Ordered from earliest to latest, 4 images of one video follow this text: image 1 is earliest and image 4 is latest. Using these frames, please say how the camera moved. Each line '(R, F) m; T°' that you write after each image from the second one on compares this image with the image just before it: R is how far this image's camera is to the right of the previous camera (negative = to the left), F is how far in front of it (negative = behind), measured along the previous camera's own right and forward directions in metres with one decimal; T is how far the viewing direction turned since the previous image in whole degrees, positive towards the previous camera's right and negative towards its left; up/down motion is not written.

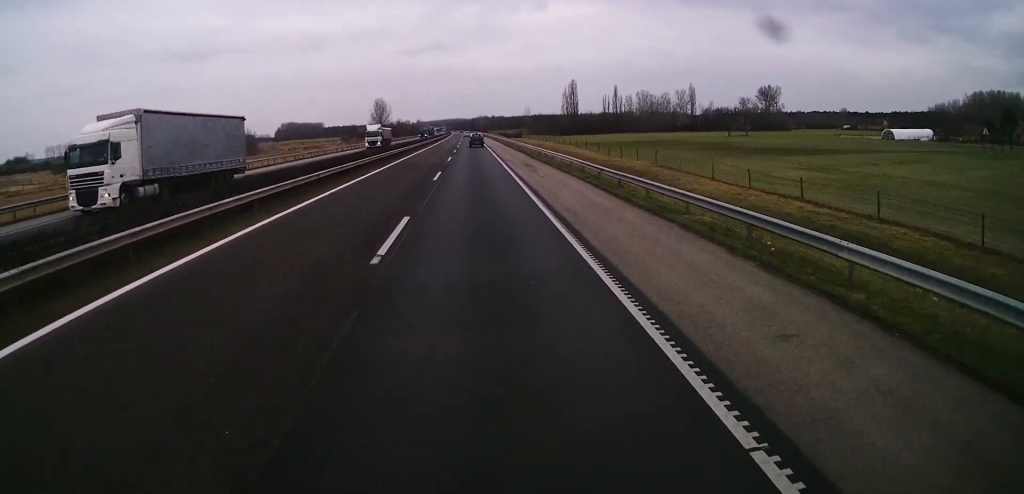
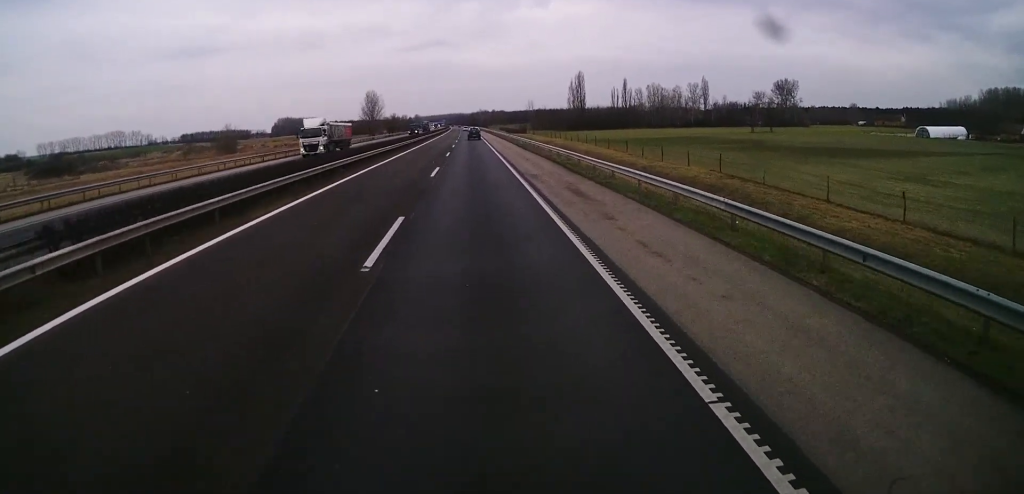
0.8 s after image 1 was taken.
(+0.1, +19.2) m; 0°
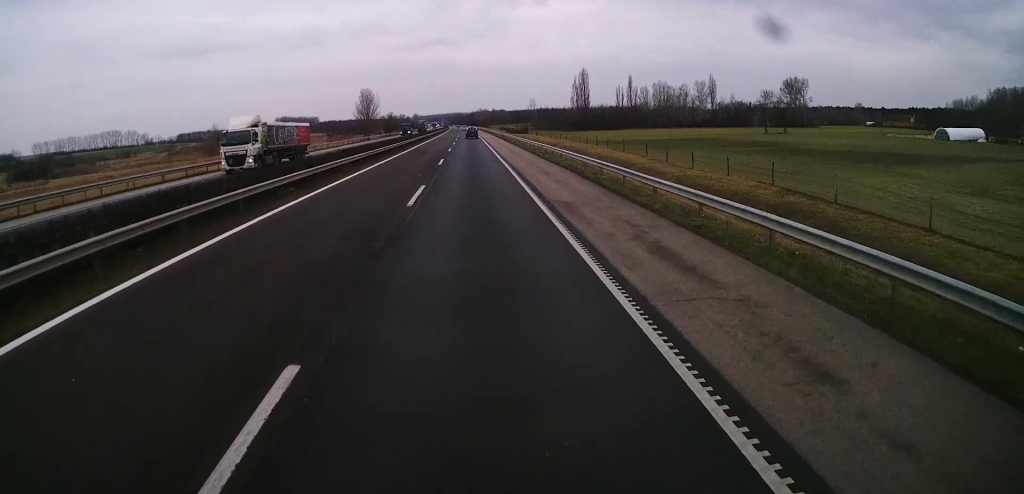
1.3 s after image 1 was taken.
(0.0, +10.0) m; 0°
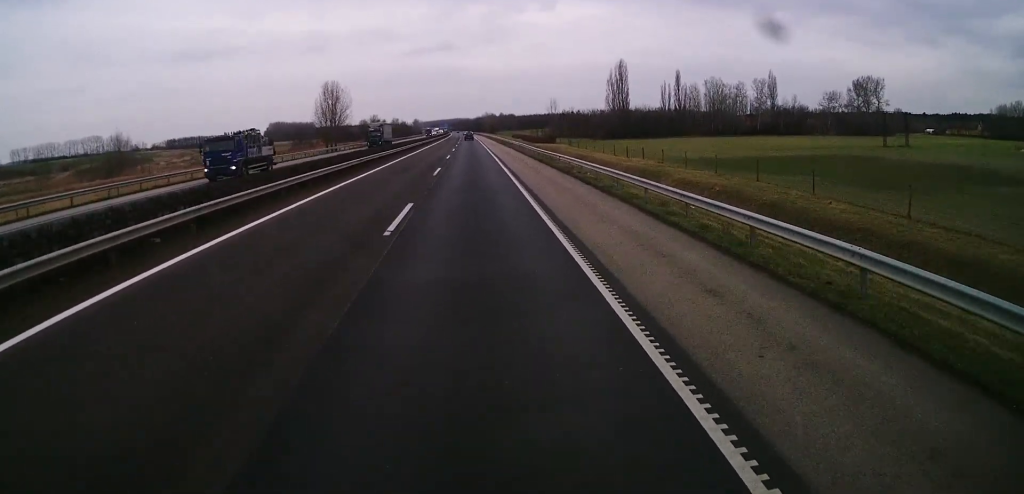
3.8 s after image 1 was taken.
(0.0, +59.2) m; 0°
